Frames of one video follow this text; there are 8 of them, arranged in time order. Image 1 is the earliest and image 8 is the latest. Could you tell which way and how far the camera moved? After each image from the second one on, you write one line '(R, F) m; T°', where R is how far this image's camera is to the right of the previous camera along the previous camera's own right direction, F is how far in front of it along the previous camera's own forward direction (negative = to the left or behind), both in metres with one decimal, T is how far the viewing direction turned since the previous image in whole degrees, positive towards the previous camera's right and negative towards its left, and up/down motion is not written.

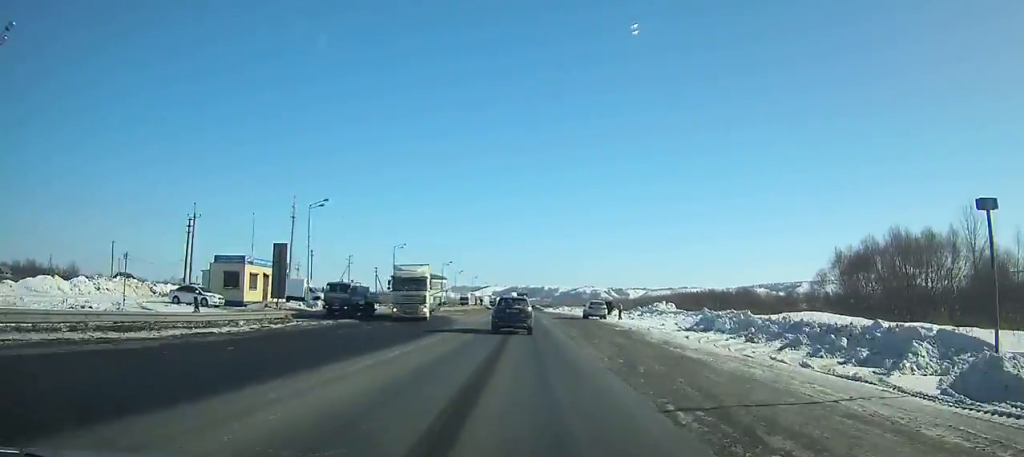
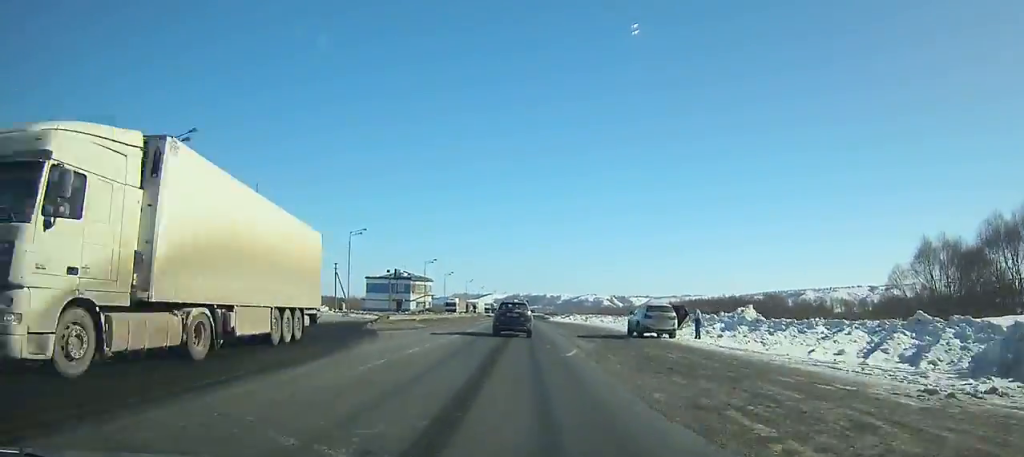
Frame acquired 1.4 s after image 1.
(0.0, +24.8) m; 0°
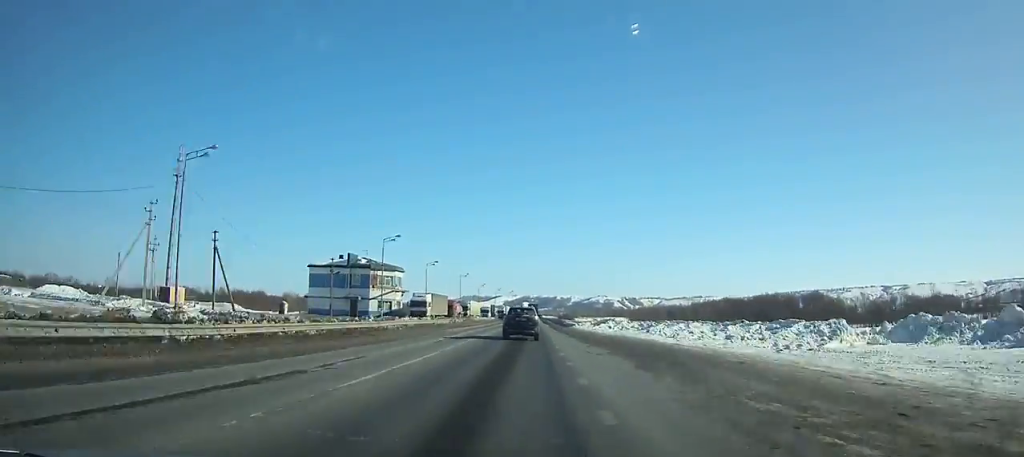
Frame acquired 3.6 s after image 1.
(-0.4, +38.6) m; -1°
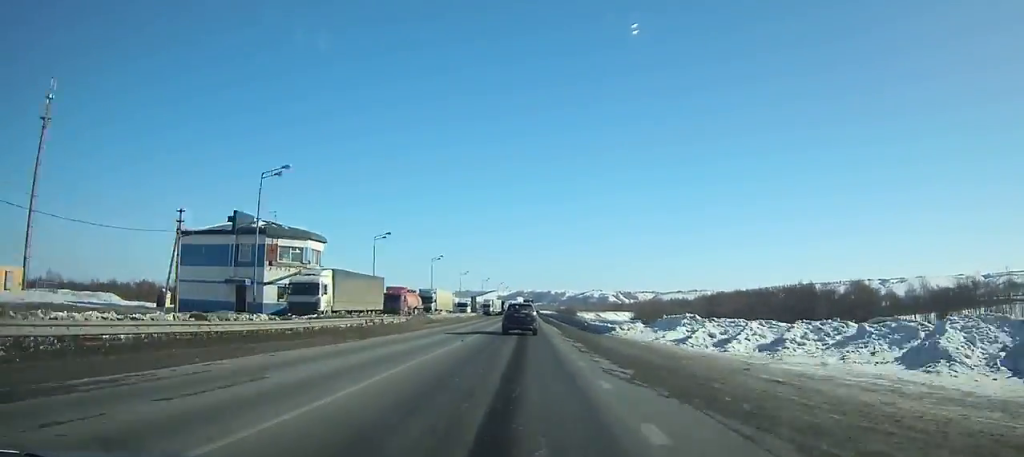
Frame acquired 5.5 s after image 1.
(-0.2, +33.5) m; 0°
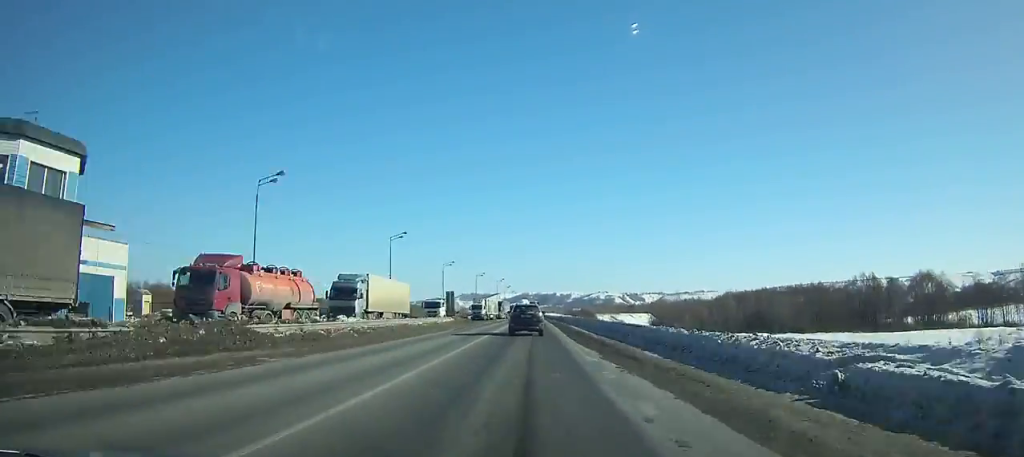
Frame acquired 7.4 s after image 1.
(-0.1, +33.7) m; 0°
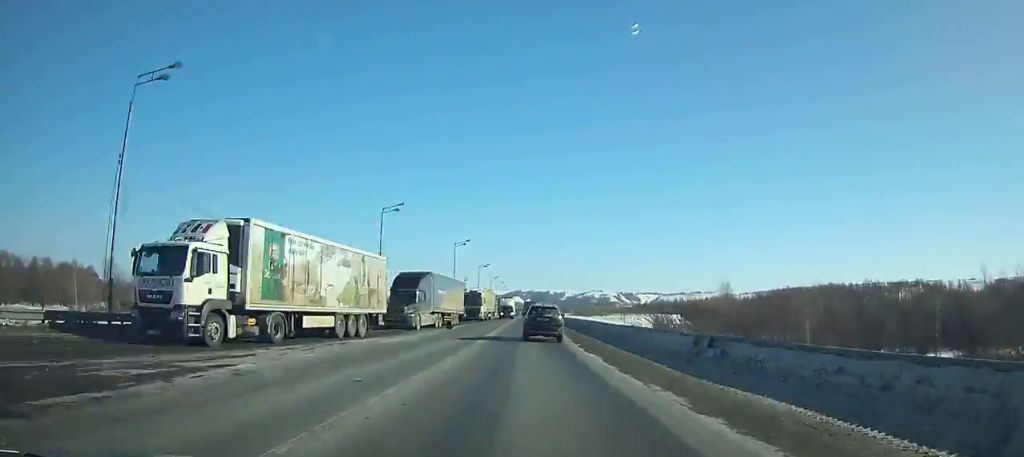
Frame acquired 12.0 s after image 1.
(+0.1, +83.8) m; +1°
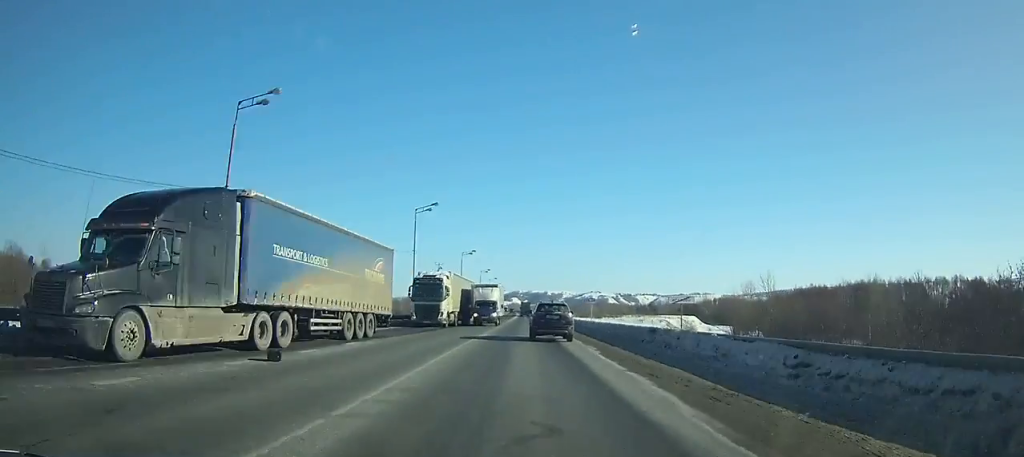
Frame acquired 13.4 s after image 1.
(0.0, +25.9) m; 0°
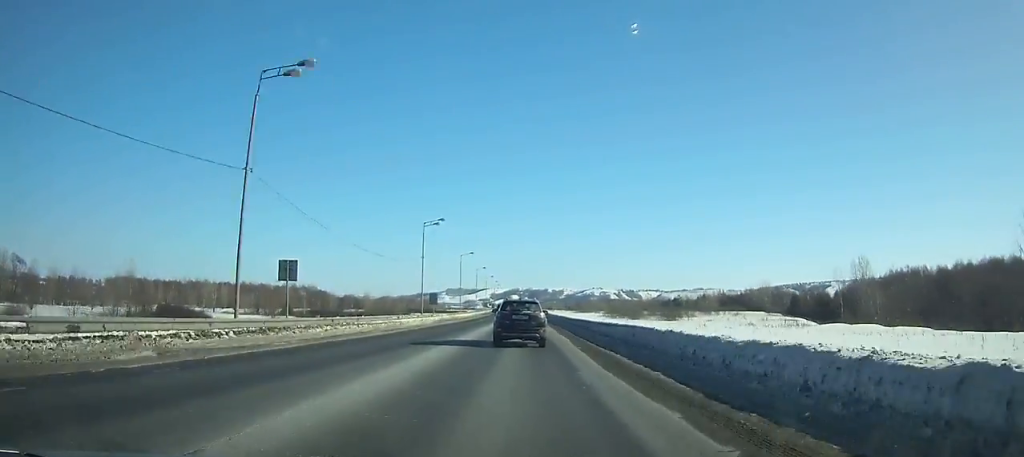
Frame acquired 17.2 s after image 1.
(+0.3, +71.1) m; 0°
